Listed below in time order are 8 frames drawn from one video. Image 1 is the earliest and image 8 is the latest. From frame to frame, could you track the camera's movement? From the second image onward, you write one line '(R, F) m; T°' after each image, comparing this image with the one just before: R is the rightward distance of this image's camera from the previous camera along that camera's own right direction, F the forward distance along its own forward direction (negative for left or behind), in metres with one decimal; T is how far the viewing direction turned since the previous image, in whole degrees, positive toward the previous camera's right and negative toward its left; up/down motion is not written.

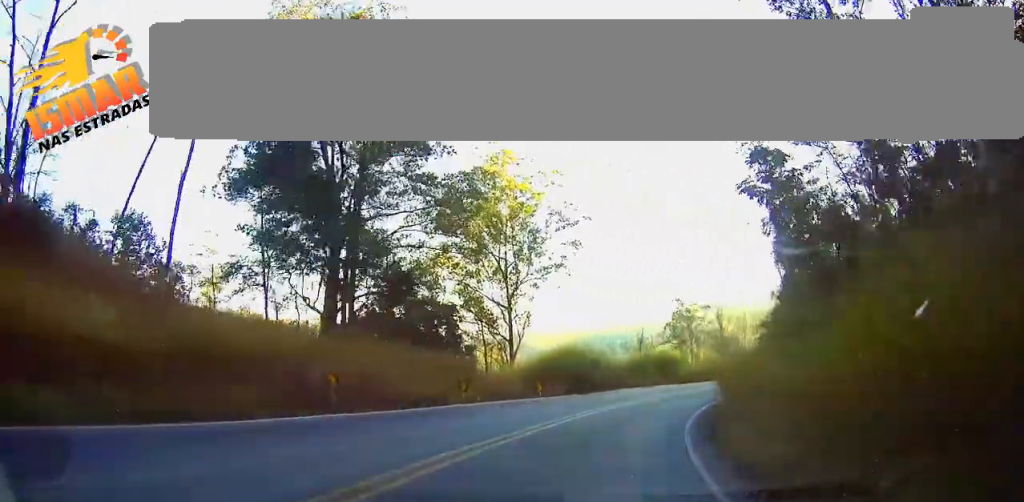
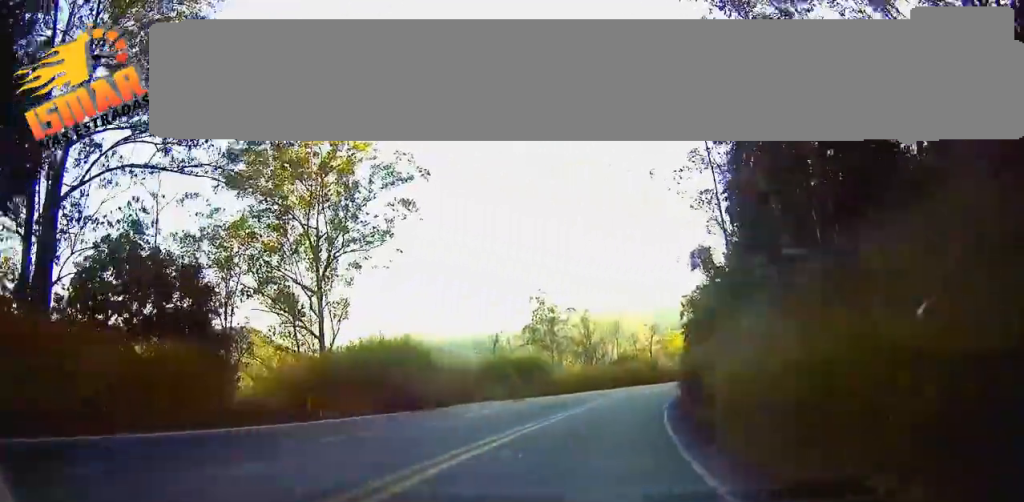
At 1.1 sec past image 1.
(+2.3, +20.3) m; +13°
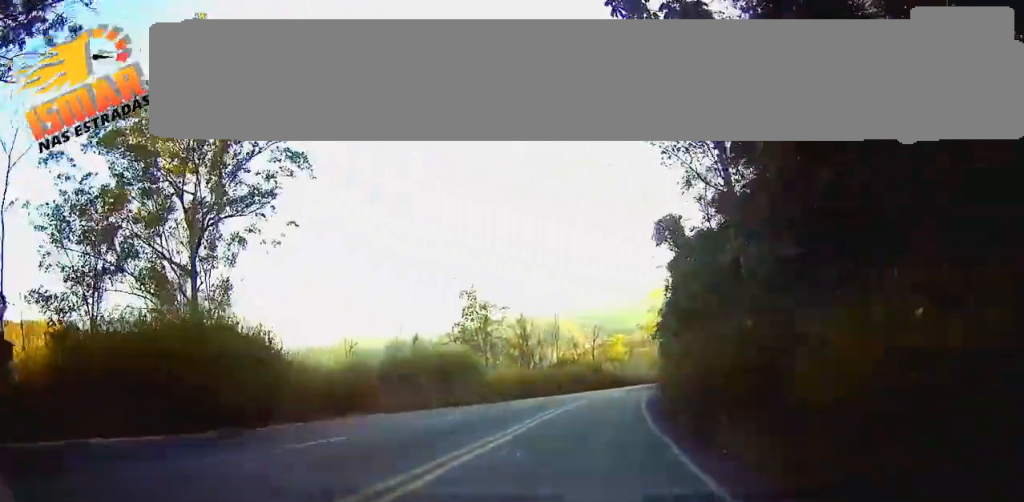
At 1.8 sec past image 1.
(+0.9, +12.8) m; +6°
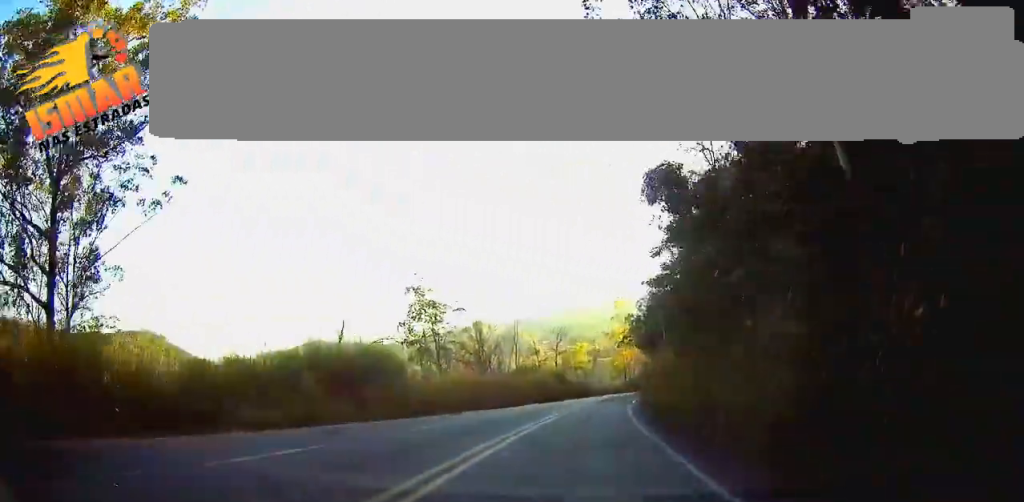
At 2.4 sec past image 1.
(+0.5, +13.2) m; +5°
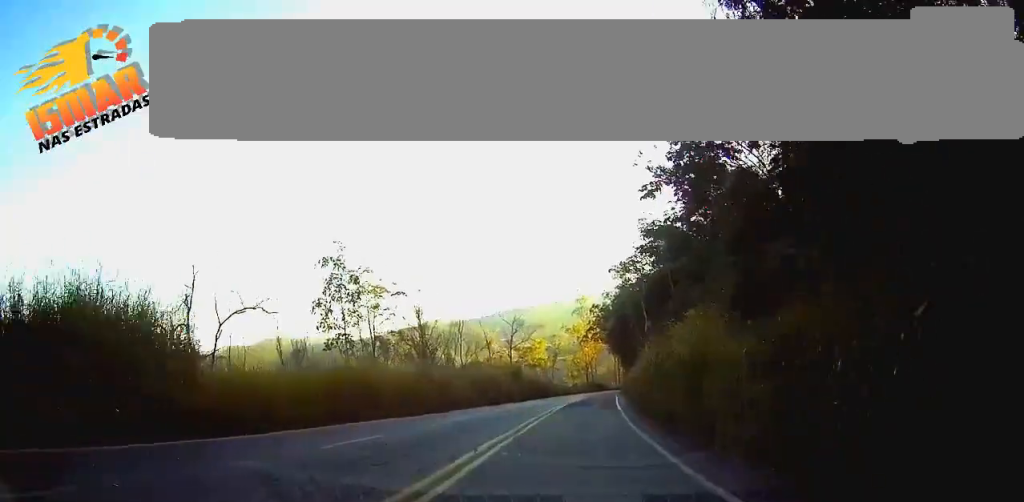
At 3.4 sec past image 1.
(+0.9, +20.5) m; +4°
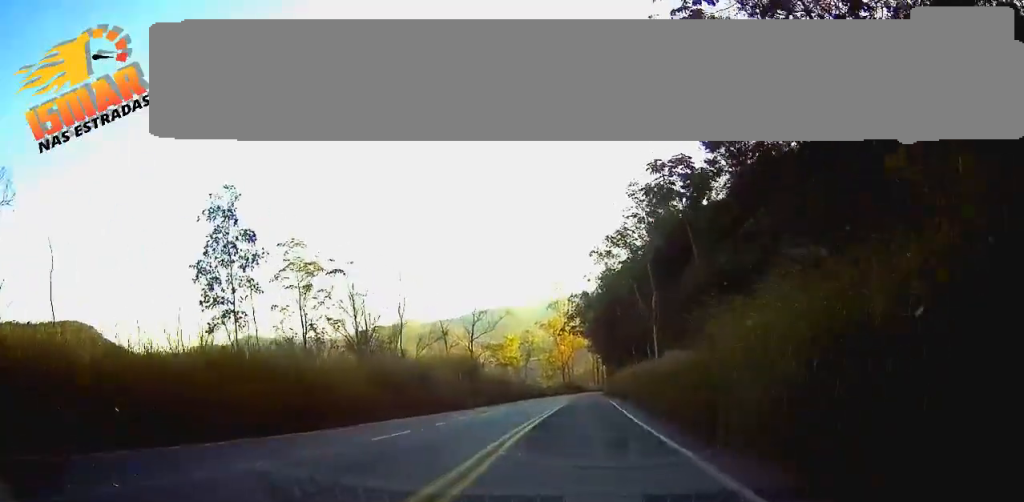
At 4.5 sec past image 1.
(+0.8, +23.3) m; +3°
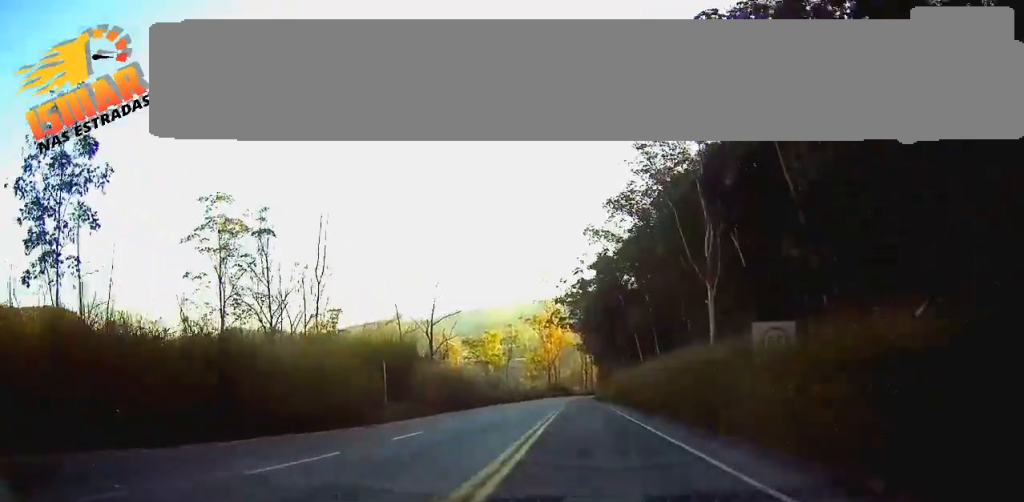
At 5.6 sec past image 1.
(+0.6, +22.6) m; +2°
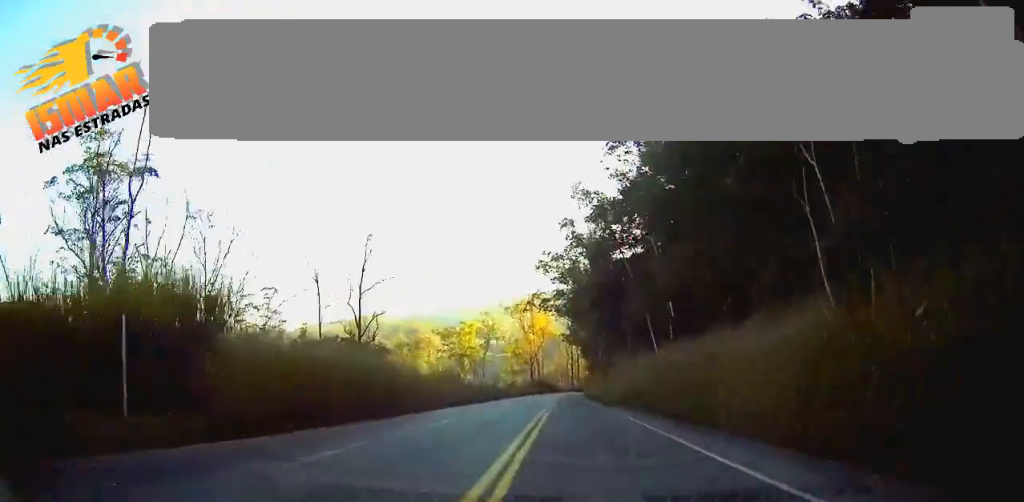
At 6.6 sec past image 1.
(+0.4, +23.5) m; +2°
